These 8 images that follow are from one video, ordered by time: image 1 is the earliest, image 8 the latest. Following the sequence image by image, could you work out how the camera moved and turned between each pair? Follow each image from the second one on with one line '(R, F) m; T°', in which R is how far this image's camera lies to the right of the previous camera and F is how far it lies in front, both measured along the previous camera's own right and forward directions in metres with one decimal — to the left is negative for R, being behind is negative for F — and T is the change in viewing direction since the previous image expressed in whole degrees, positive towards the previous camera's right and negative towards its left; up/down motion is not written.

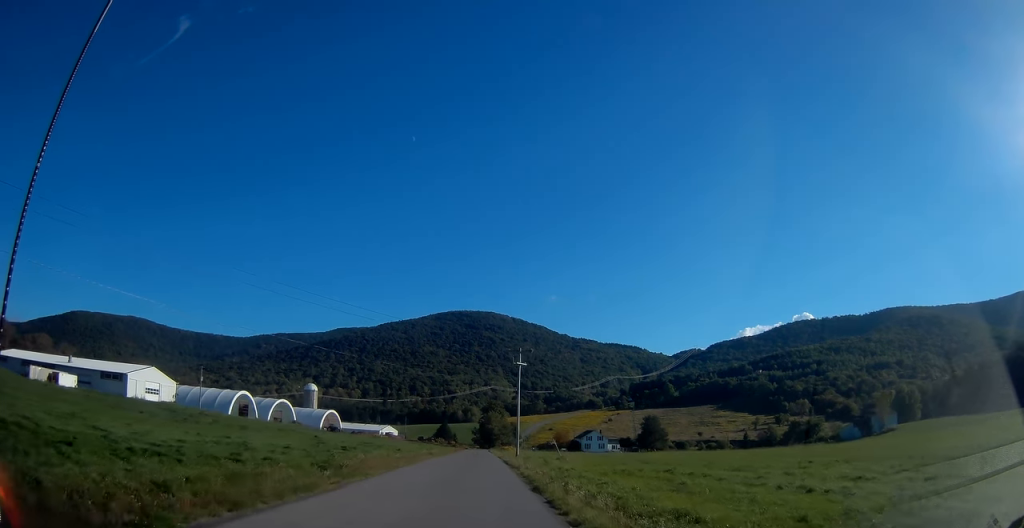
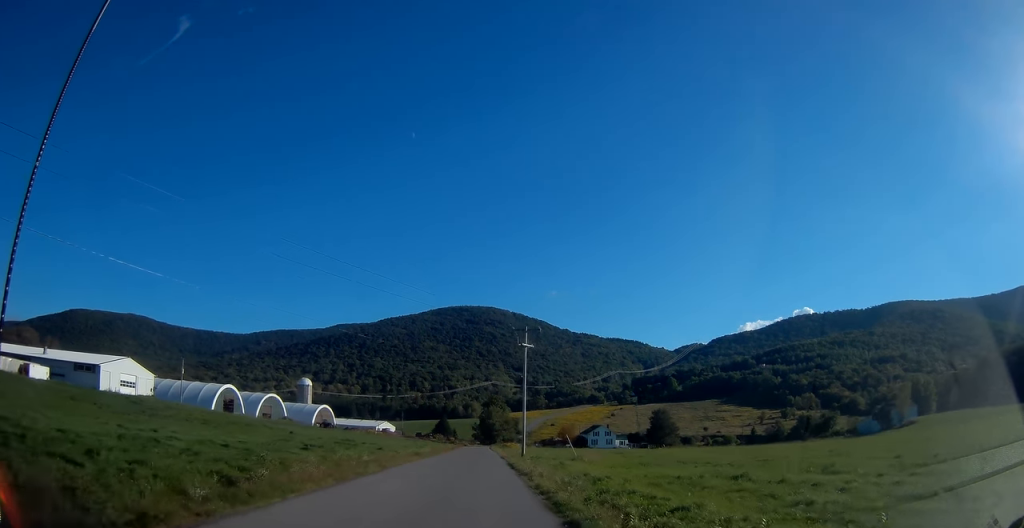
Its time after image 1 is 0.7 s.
(0.0, +9.6) m; 0°
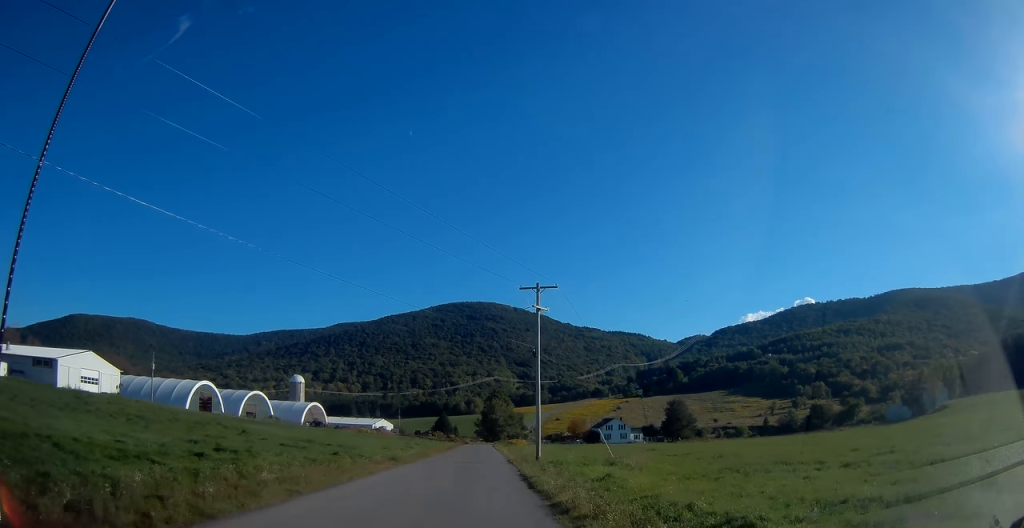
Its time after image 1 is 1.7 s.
(0.0, +13.4) m; -1°
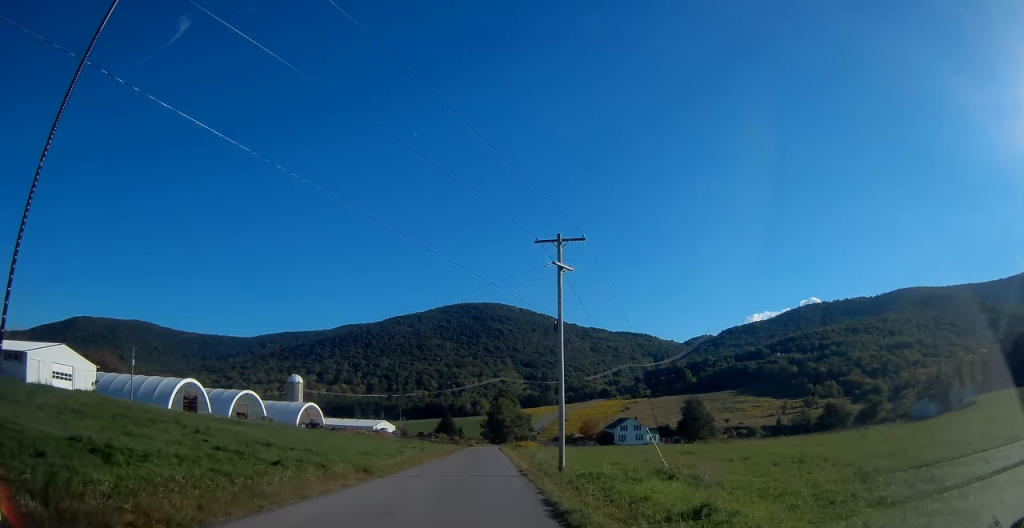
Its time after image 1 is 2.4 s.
(0.0, +9.6) m; -1°
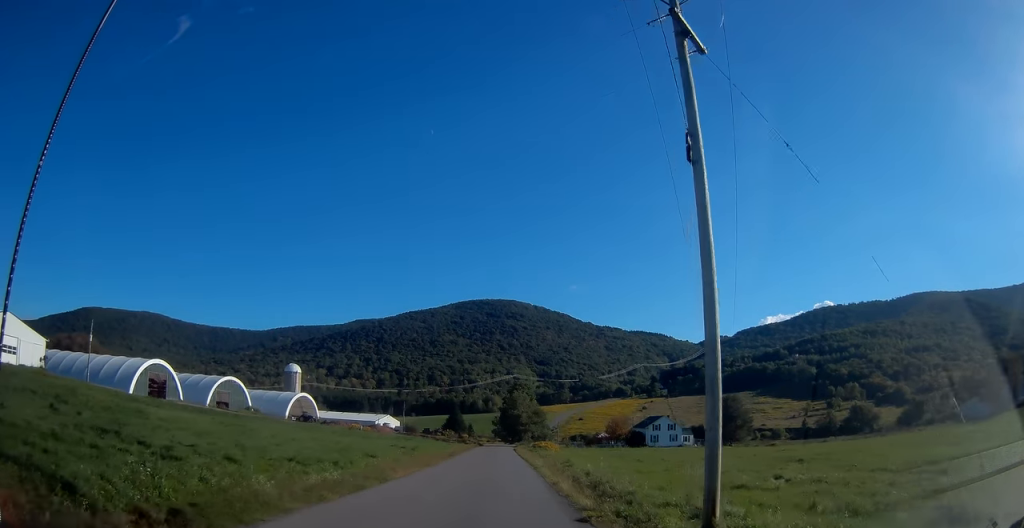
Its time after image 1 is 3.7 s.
(-0.3, +17.5) m; 0°
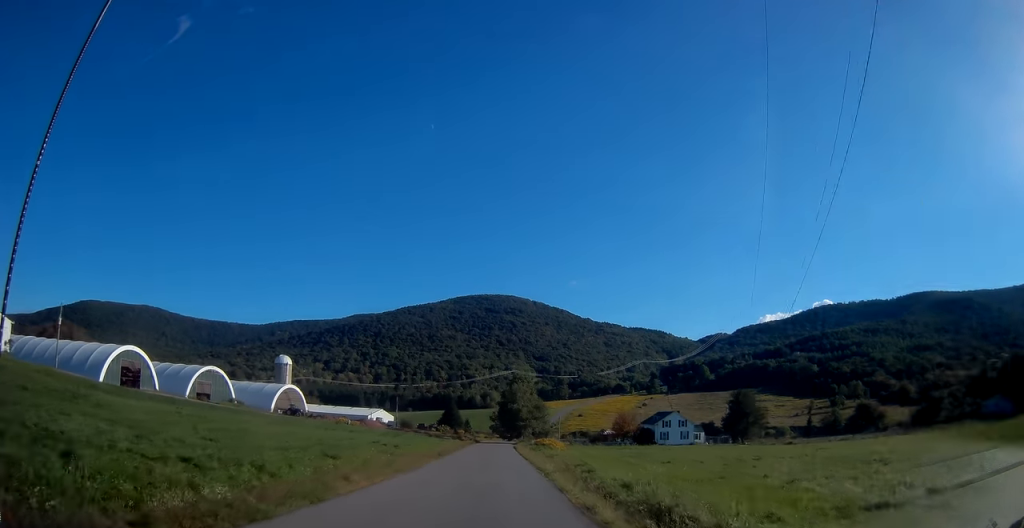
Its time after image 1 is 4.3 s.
(0.0, +8.3) m; +1°
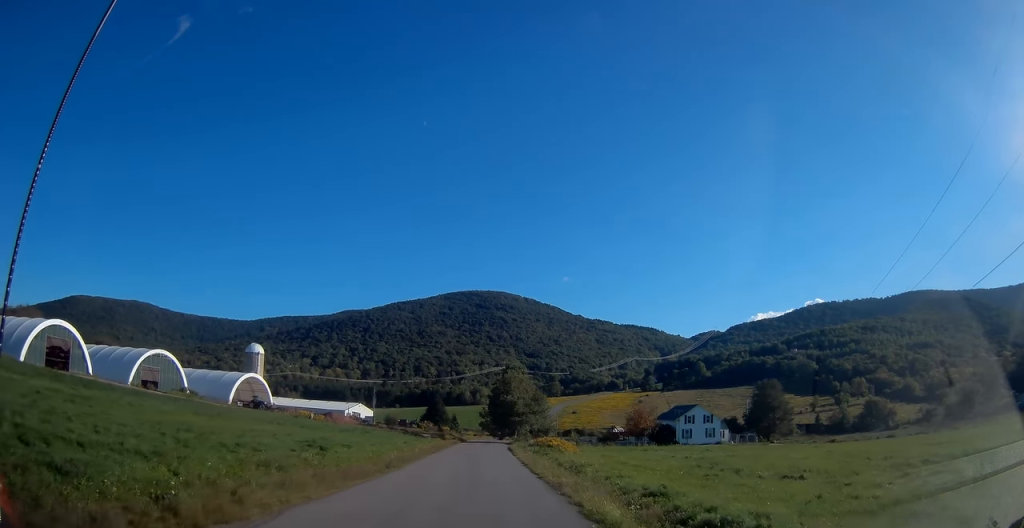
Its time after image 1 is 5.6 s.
(+0.2, +17.8) m; 0°
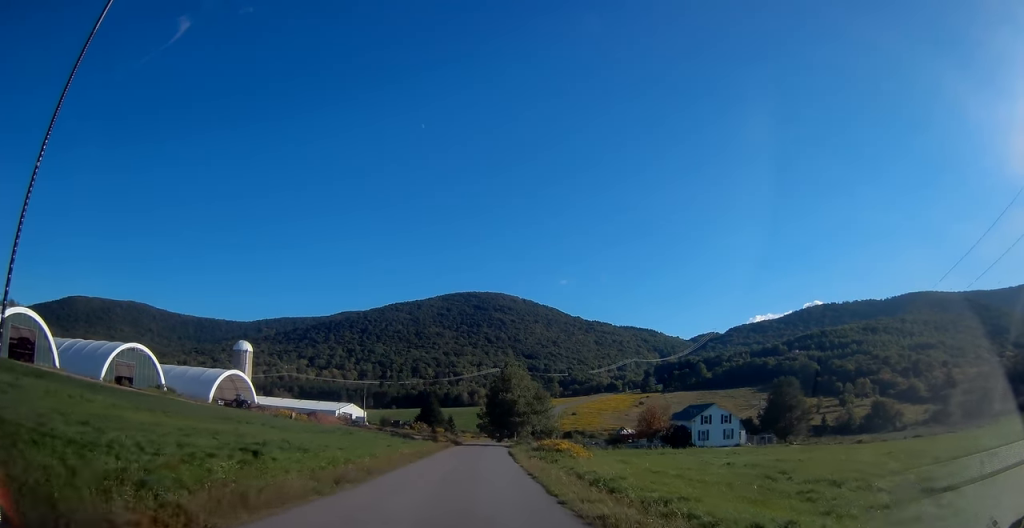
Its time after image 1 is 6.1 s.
(-0.2, +8.1) m; 0°
